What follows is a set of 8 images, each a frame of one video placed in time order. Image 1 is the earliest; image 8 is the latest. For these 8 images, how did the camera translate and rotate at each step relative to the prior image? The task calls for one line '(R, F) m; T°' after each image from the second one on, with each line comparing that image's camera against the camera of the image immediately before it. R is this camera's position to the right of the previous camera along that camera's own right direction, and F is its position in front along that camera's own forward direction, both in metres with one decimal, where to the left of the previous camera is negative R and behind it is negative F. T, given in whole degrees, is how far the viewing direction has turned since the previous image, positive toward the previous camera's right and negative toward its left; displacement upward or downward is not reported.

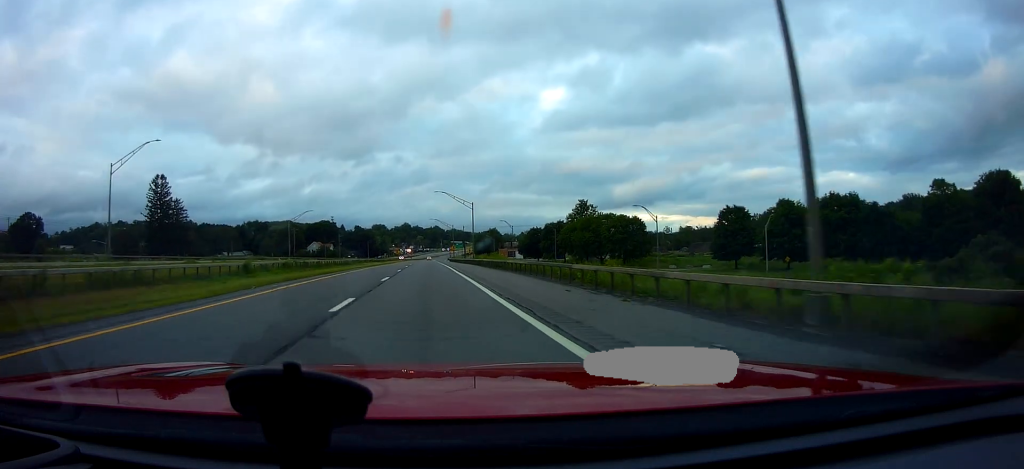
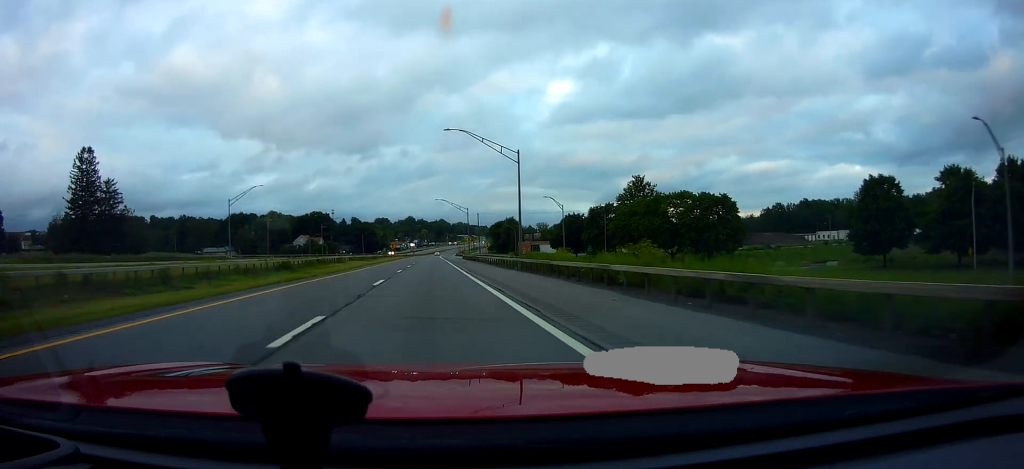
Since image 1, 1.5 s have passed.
(-0.2, +40.9) m; 0°
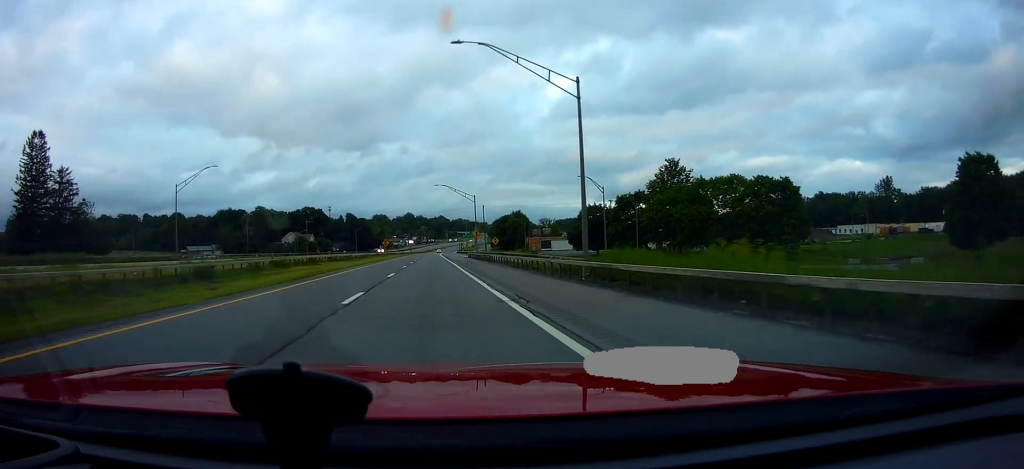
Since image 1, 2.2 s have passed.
(+0.1, +18.8) m; 0°
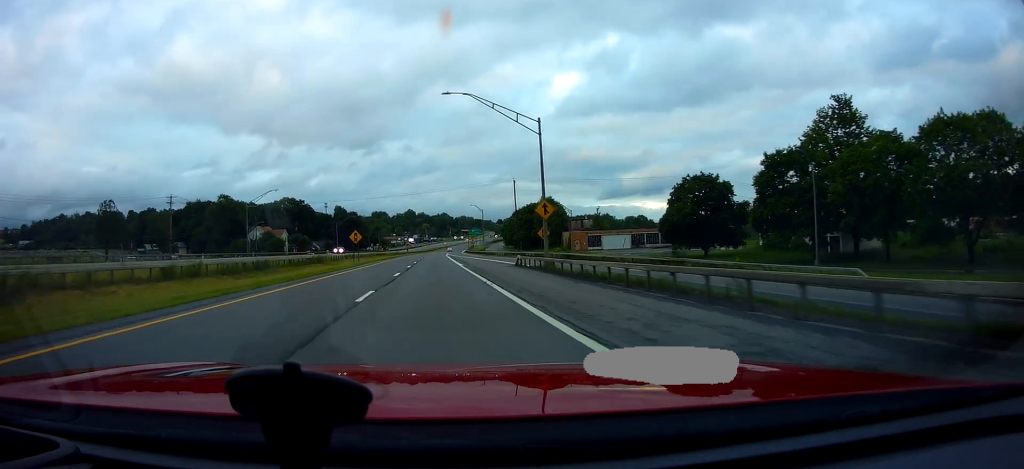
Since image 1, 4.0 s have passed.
(-1.0, +48.4) m; -2°
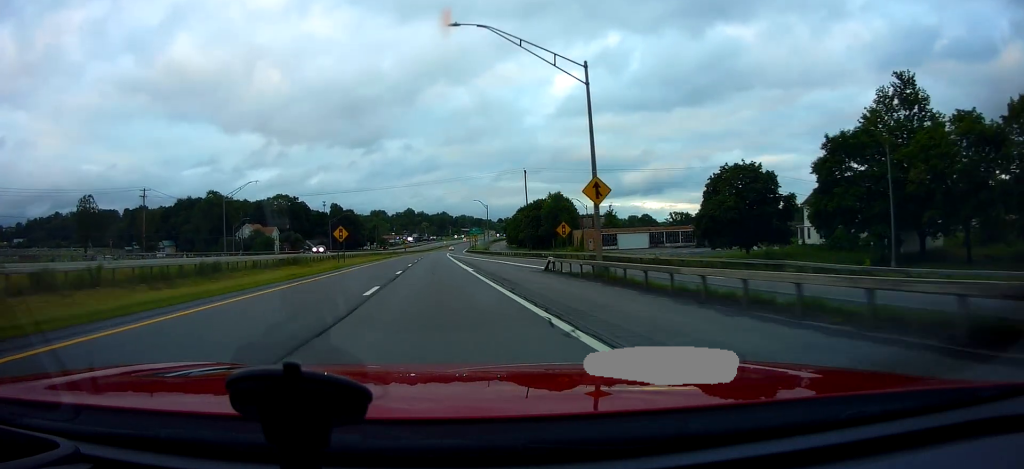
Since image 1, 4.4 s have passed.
(-0.3, +10.8) m; 0°
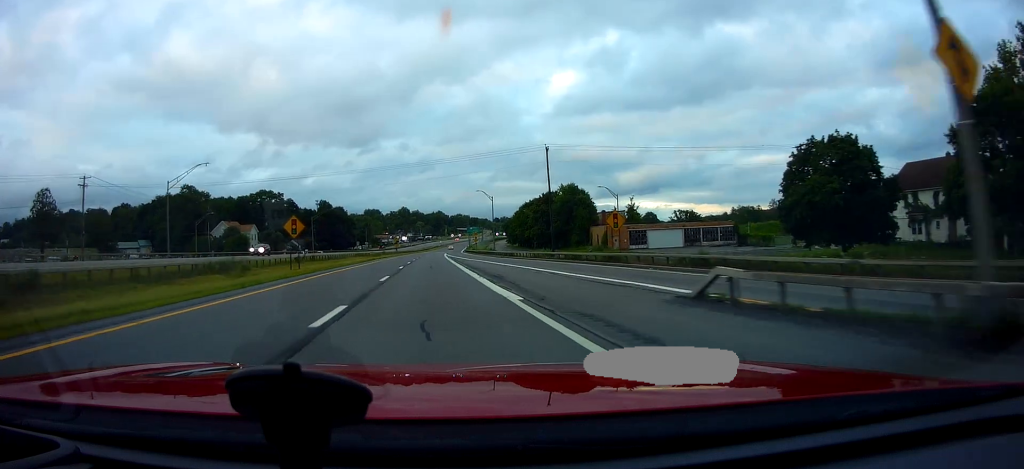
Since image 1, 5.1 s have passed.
(+0.5, +17.9) m; +1°
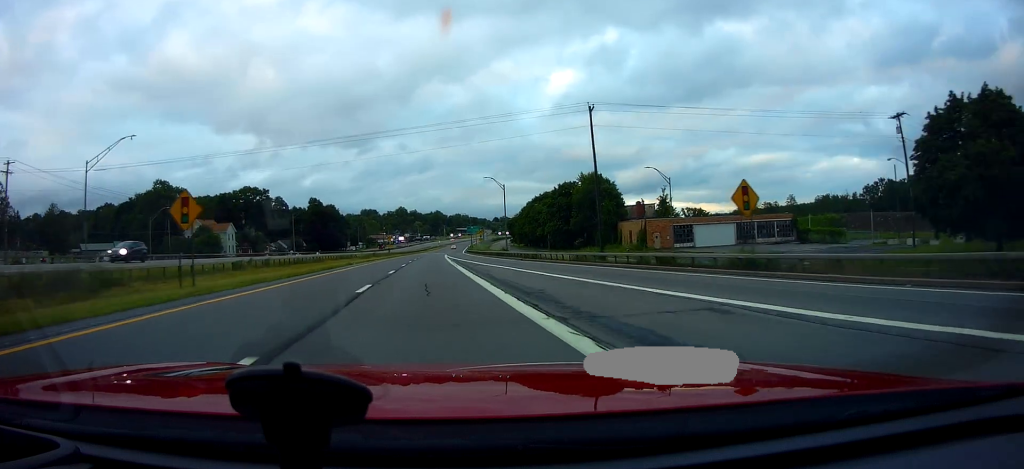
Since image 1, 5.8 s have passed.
(+0.2, +18.0) m; +1°
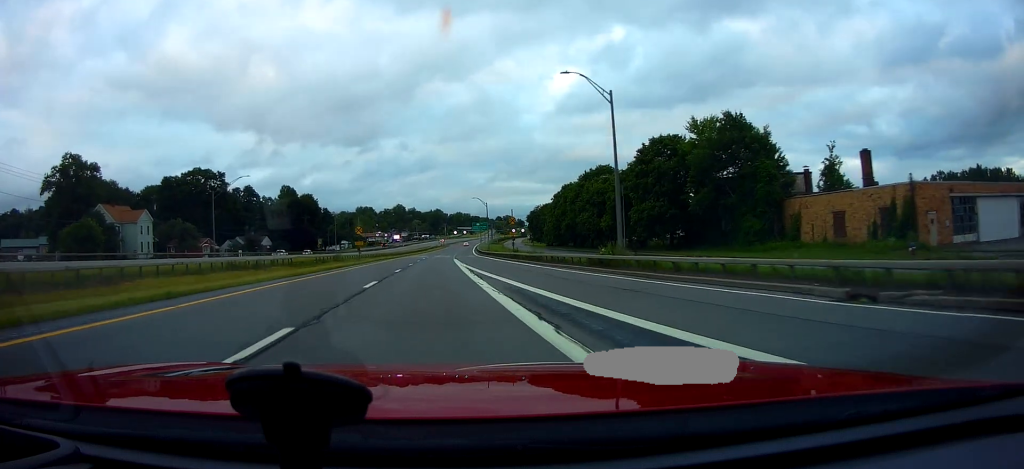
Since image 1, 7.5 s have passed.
(+0.1, +46.6) m; 0°
